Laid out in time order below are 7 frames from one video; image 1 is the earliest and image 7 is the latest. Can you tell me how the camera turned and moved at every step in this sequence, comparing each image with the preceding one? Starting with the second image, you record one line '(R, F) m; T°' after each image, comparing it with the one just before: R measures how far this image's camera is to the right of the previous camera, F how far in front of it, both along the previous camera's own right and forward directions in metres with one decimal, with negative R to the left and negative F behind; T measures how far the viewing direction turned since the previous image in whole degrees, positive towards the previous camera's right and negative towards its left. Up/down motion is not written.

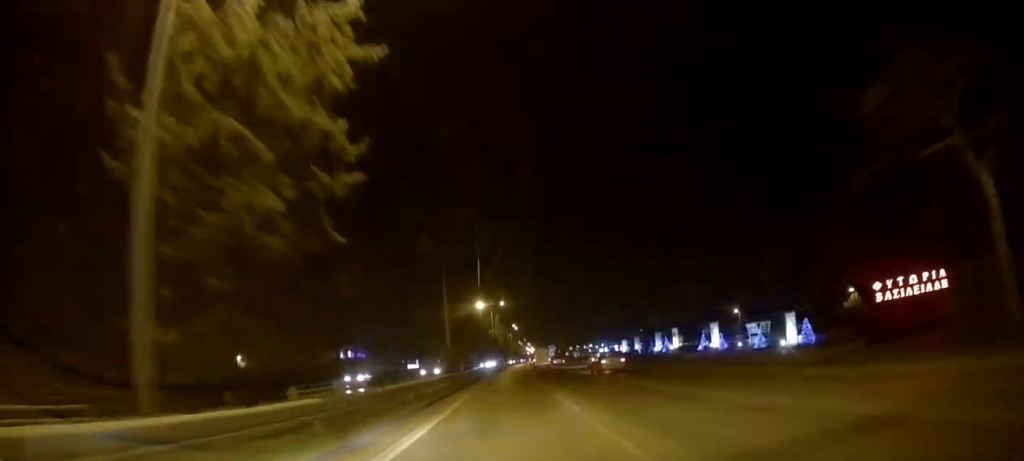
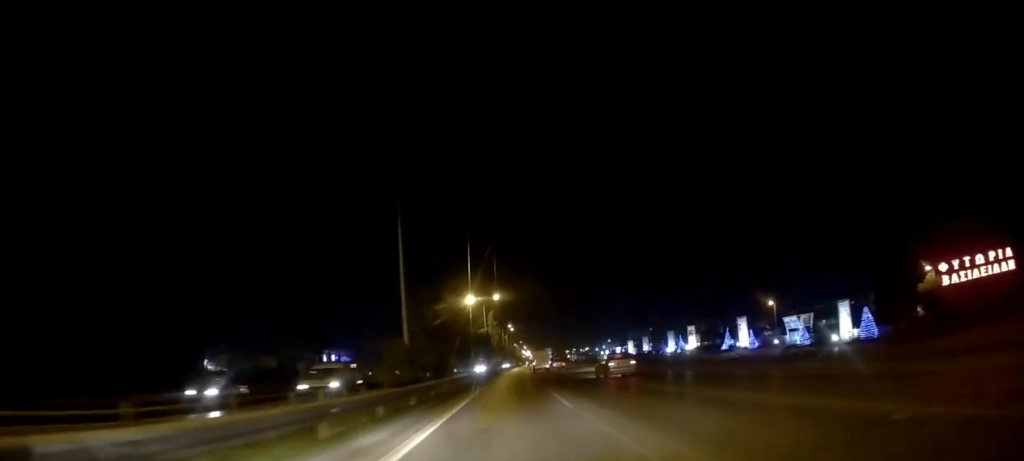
(+0.2, +15.9) m; 0°
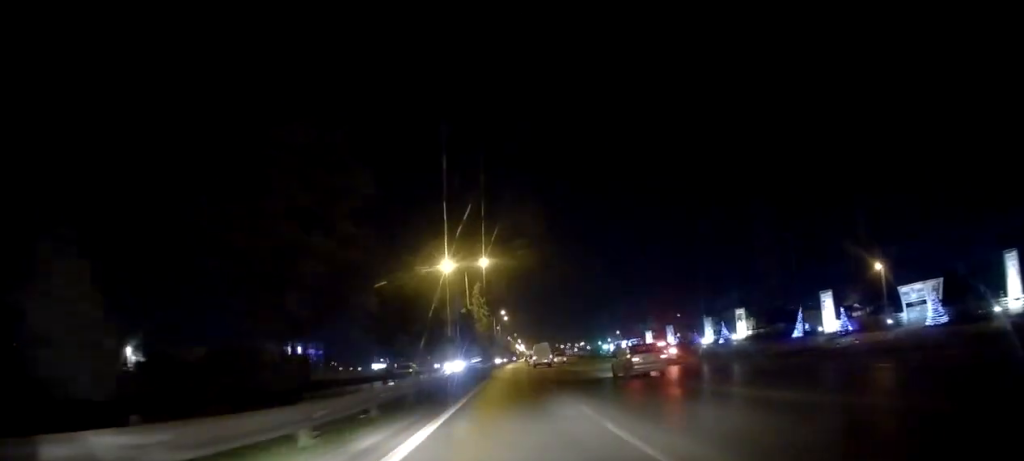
(+0.1, +29.3) m; 0°
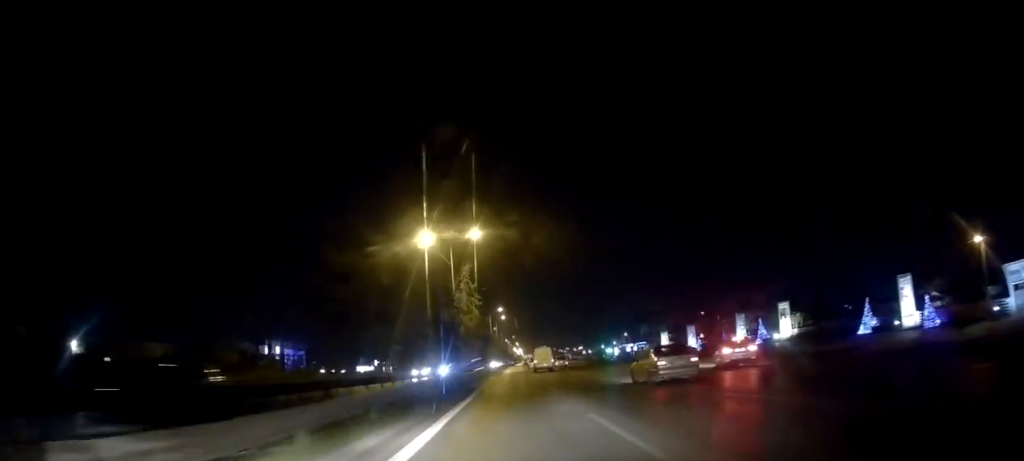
(0.0, +16.1) m; 0°
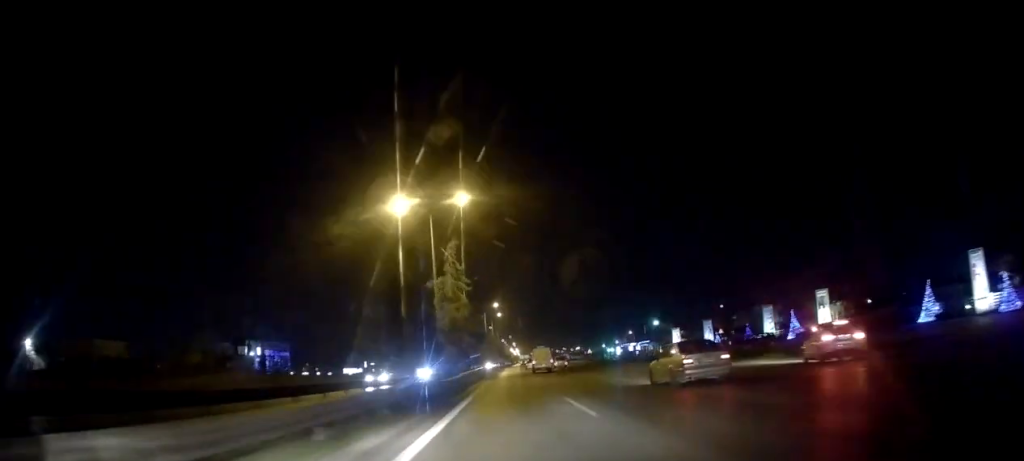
(-0.1, +11.0) m; 0°
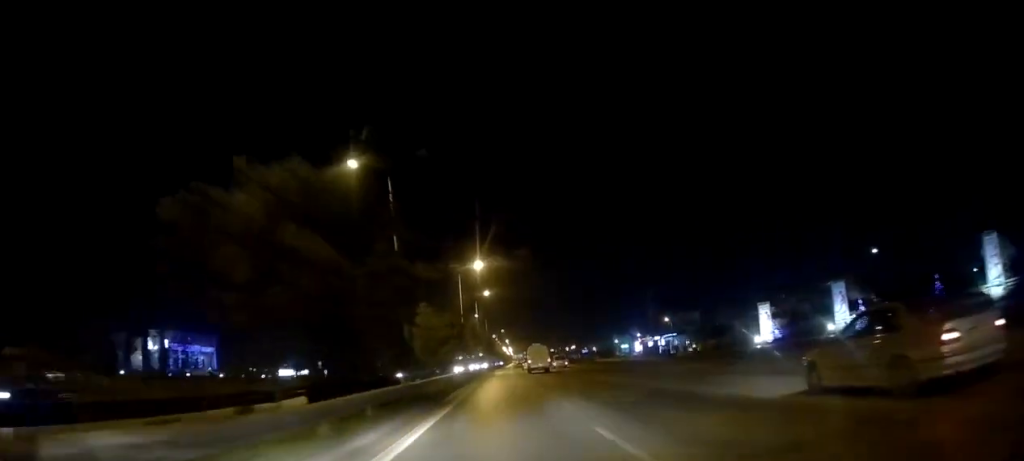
(+0.6, +42.7) m; +1°
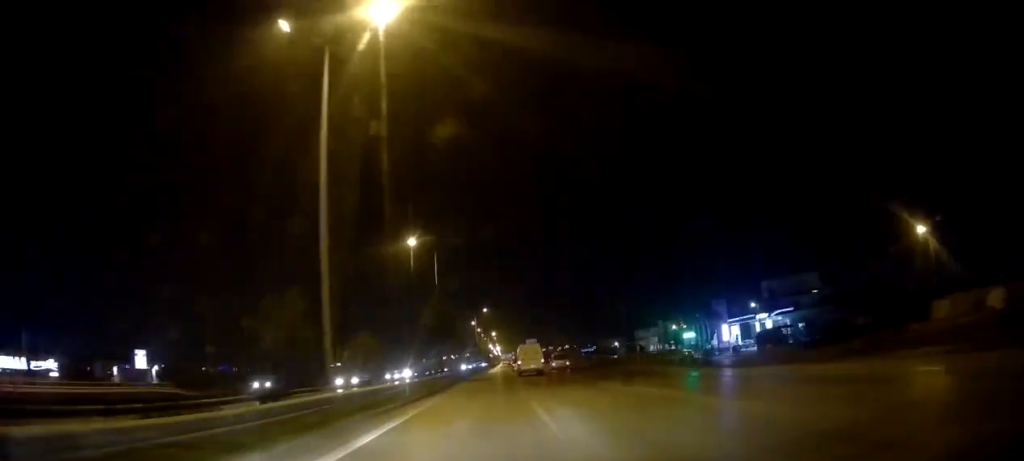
(-0.1, +82.9) m; +1°
